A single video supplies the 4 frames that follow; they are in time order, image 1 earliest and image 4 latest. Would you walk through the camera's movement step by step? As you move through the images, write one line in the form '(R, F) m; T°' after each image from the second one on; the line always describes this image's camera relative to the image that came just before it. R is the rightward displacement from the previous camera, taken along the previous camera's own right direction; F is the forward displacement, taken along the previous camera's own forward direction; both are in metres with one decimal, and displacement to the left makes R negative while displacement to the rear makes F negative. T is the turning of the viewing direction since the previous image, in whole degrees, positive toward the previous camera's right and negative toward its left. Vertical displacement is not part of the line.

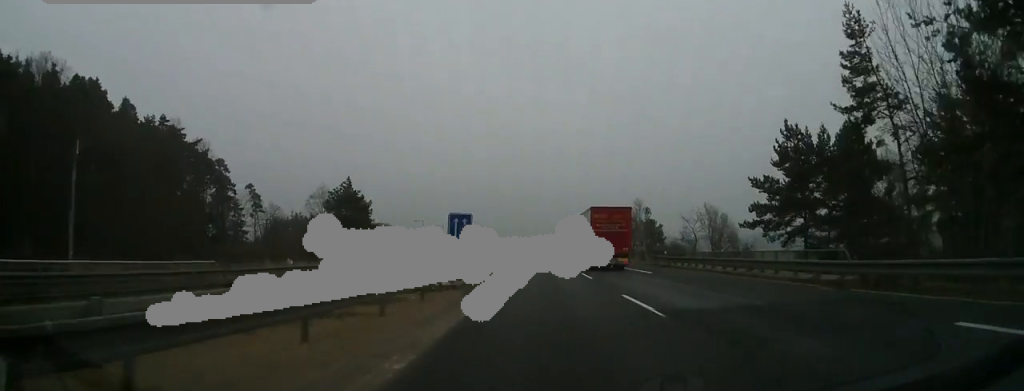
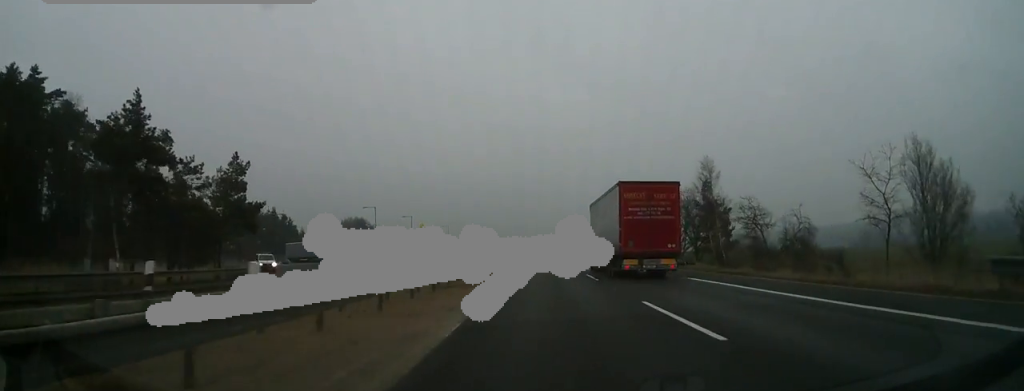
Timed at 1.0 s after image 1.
(0.0, +39.3) m; 0°
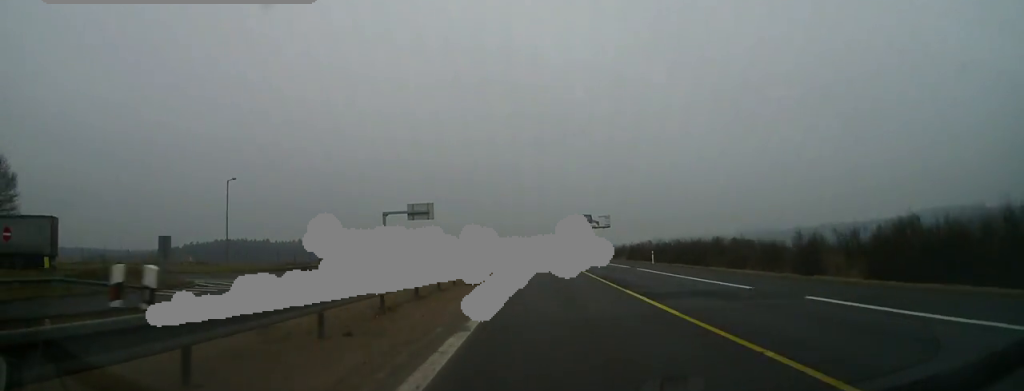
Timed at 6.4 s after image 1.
(+0.2, +200.5) m; 0°
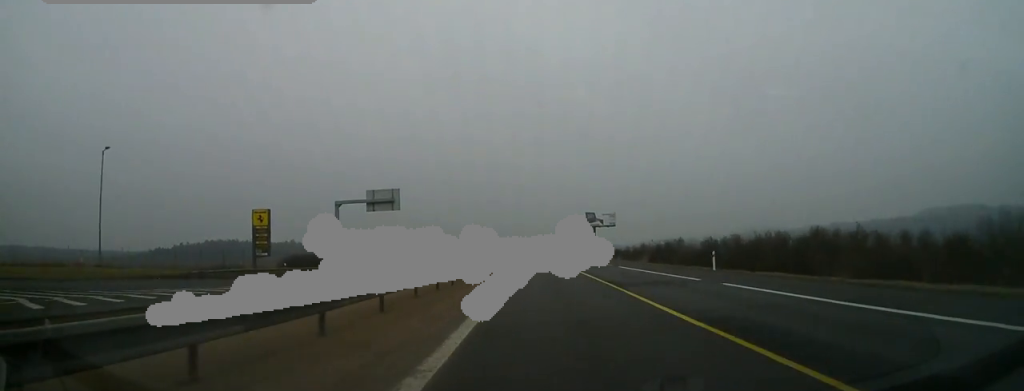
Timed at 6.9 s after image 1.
(0.0, +20.8) m; 0°
